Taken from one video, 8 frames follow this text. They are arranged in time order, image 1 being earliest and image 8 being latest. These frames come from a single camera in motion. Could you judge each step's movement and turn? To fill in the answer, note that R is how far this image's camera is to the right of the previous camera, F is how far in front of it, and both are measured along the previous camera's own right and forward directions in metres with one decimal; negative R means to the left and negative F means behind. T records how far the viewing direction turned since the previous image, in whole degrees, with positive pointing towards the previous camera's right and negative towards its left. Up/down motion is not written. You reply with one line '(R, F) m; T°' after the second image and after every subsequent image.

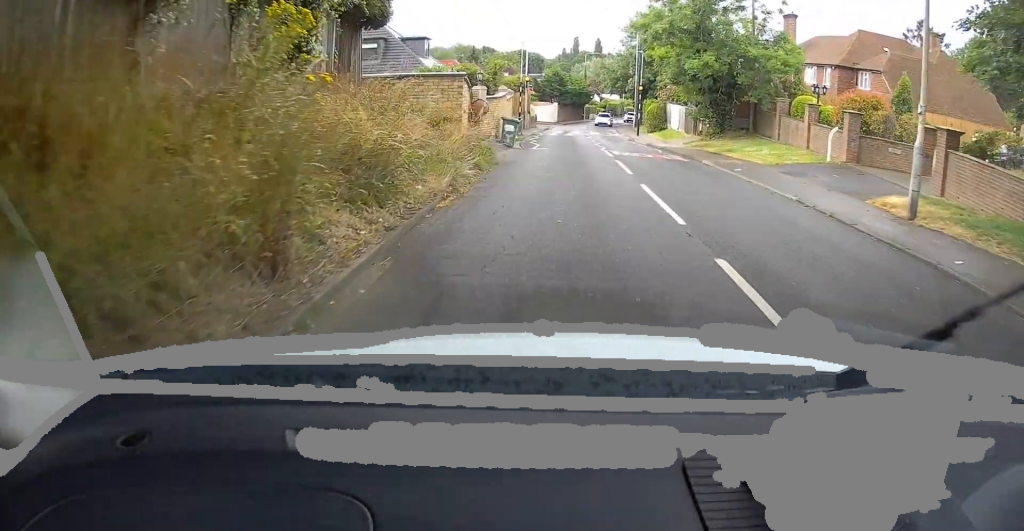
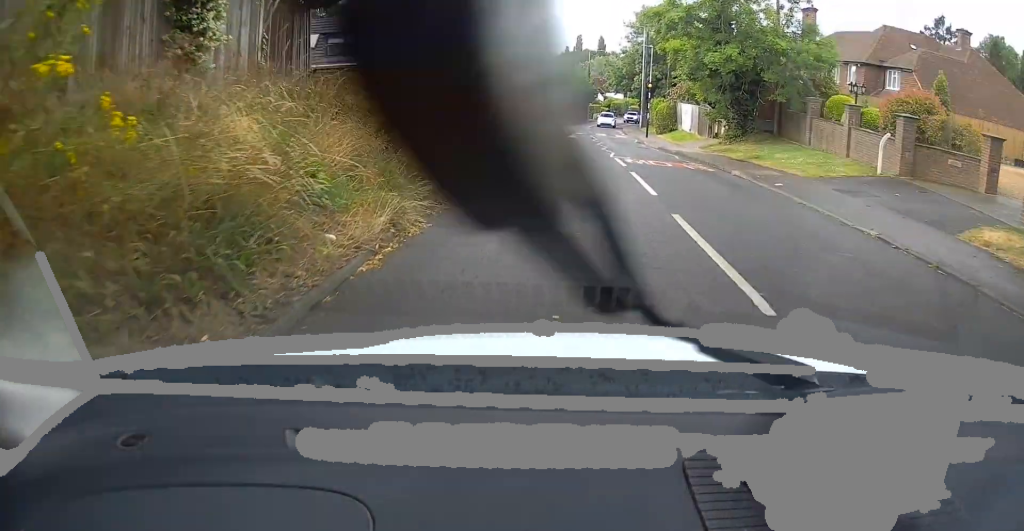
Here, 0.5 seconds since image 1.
(0.0, +3.6) m; 0°
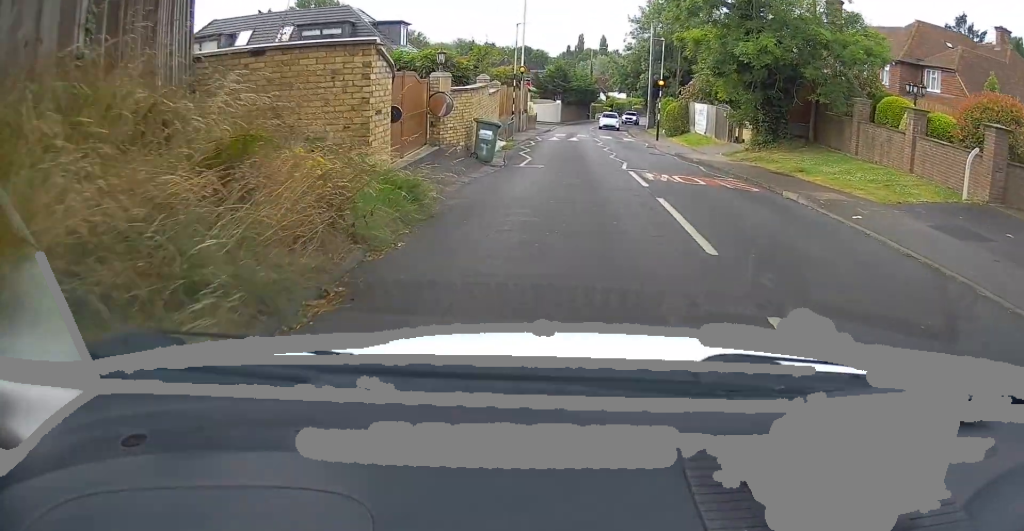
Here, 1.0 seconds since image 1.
(0.0, +4.7) m; 0°
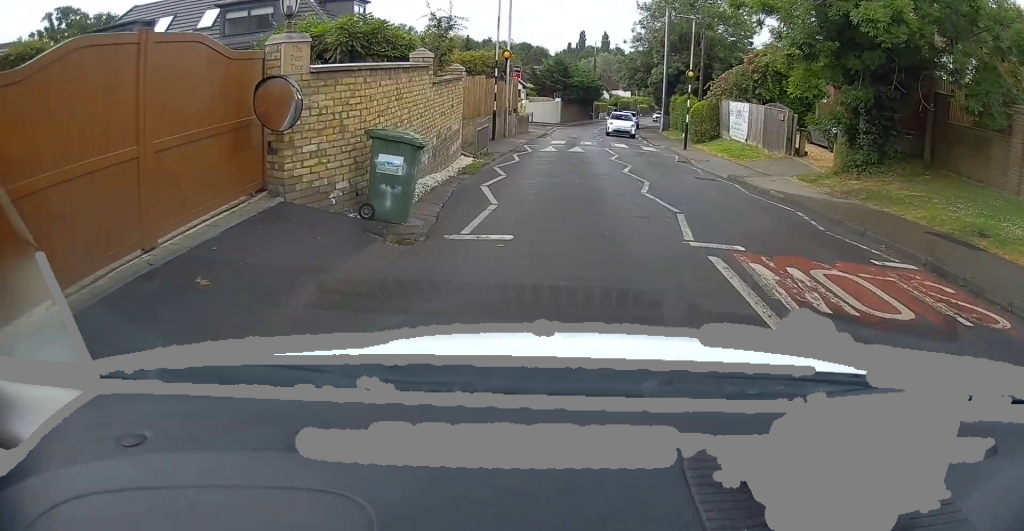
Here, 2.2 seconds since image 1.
(+0.1, +9.4) m; +1°
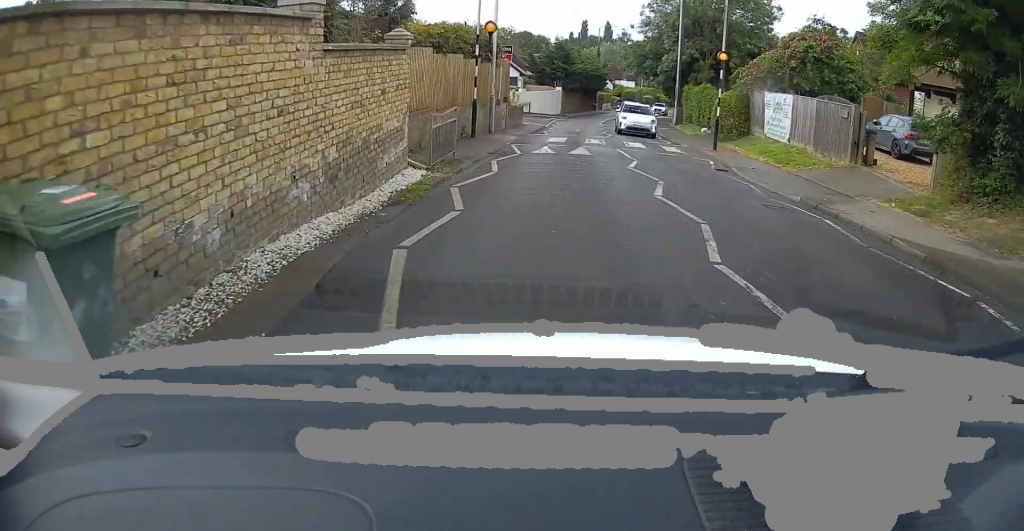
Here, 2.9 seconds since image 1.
(0.0, +5.9) m; +1°
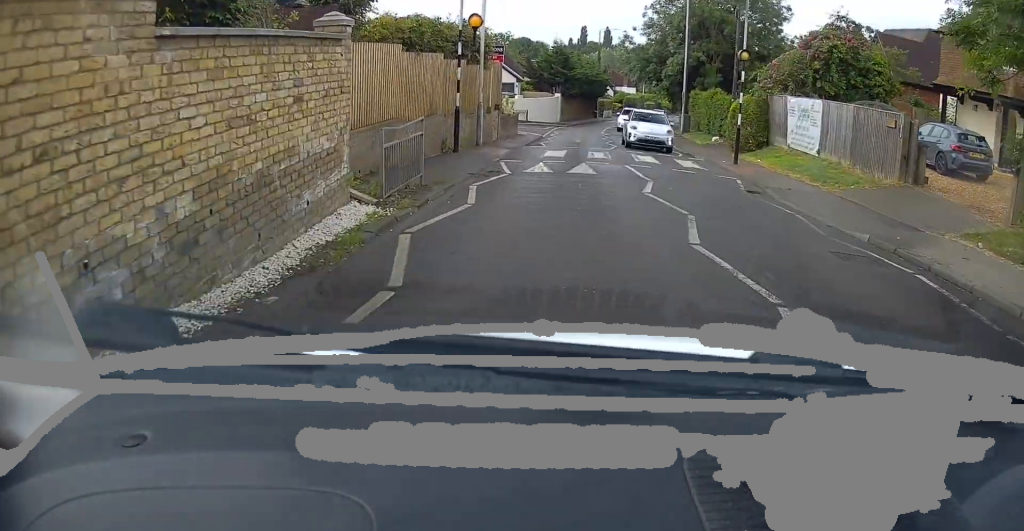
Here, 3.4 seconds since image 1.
(0.0, +3.4) m; 0°
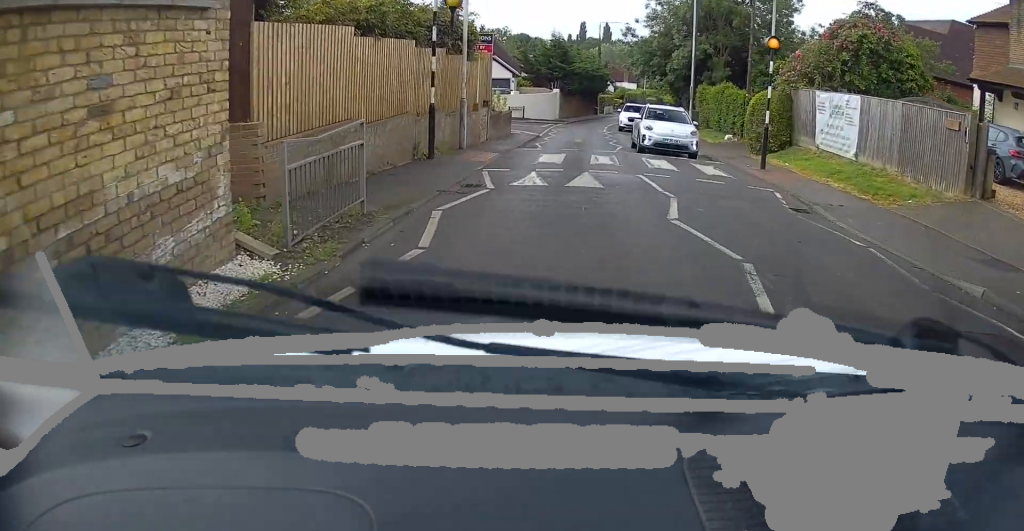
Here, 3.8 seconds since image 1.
(0.0, +3.3) m; 0°
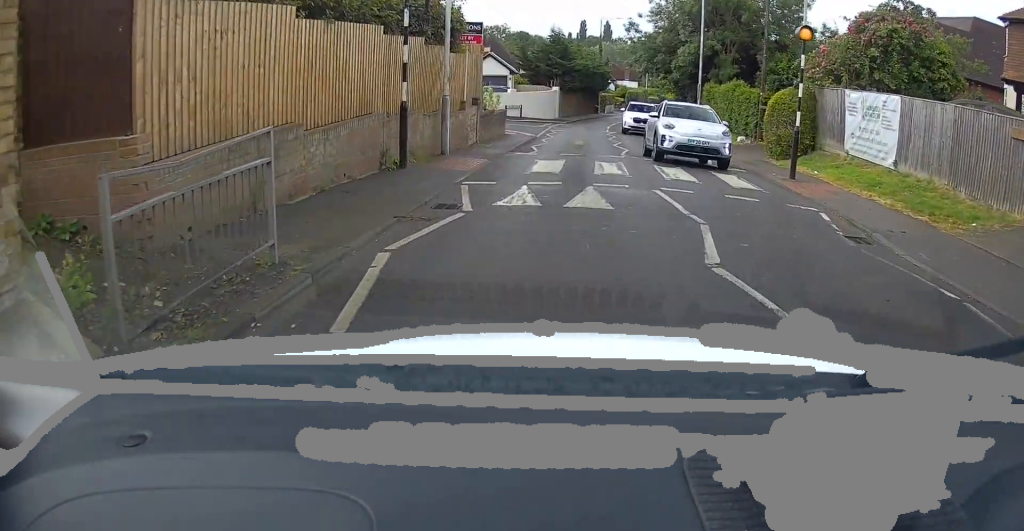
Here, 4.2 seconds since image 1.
(0.0, +2.6) m; 0°
